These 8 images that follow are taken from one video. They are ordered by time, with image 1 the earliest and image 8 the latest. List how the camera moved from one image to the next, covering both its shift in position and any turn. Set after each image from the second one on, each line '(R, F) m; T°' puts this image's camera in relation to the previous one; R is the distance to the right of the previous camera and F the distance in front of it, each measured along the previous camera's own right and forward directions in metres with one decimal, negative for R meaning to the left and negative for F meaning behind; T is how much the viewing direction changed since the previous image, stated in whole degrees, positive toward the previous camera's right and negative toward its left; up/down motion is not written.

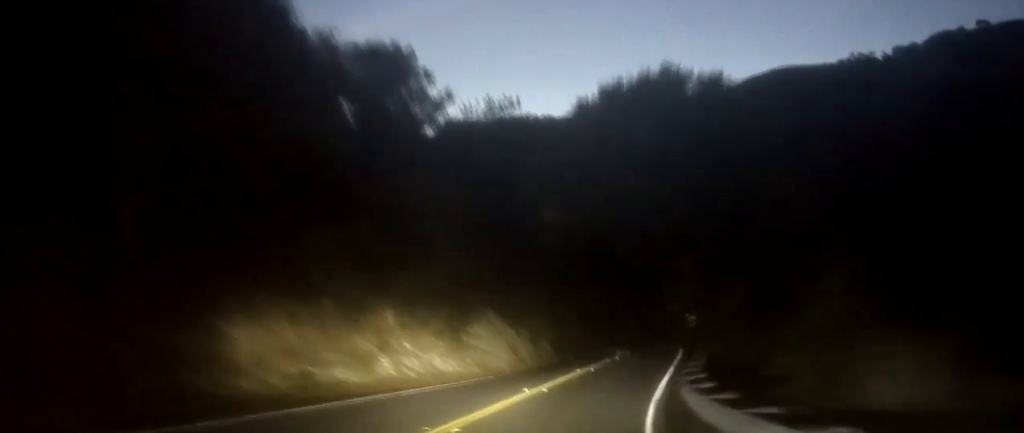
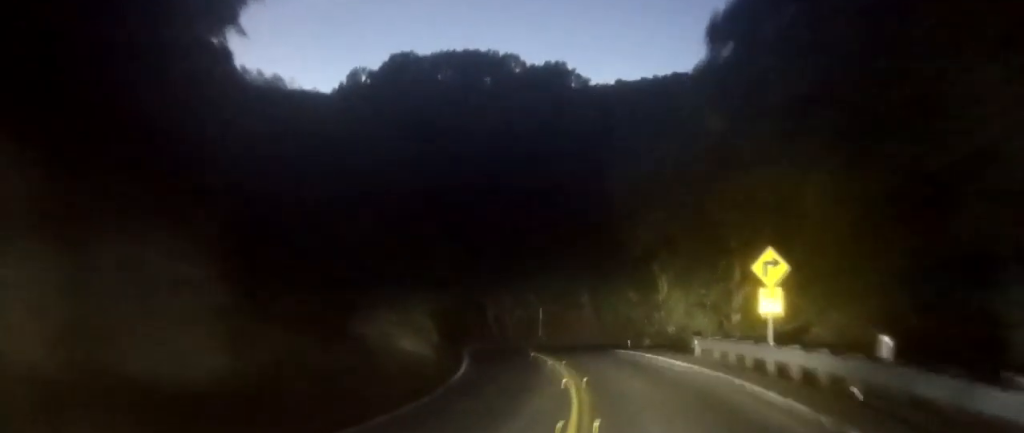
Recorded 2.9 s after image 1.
(+1.5, +35.1) m; +8°
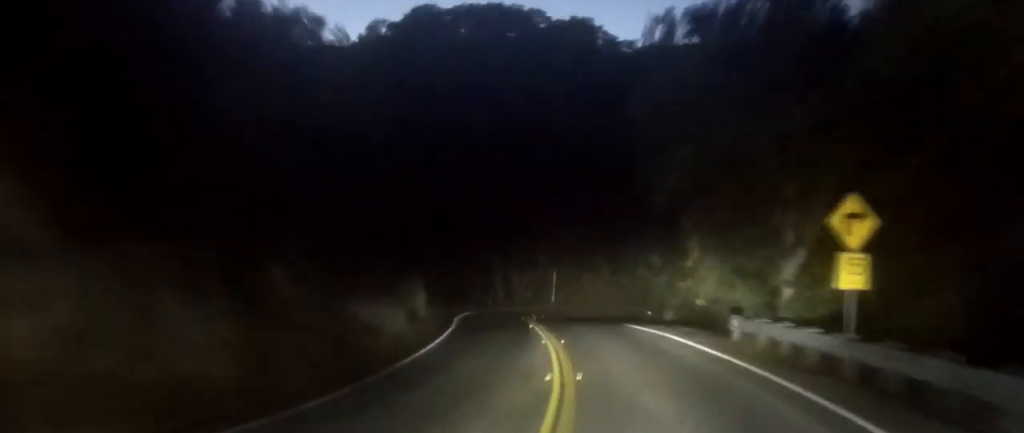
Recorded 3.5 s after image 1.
(+0.1, +6.1) m; +2°
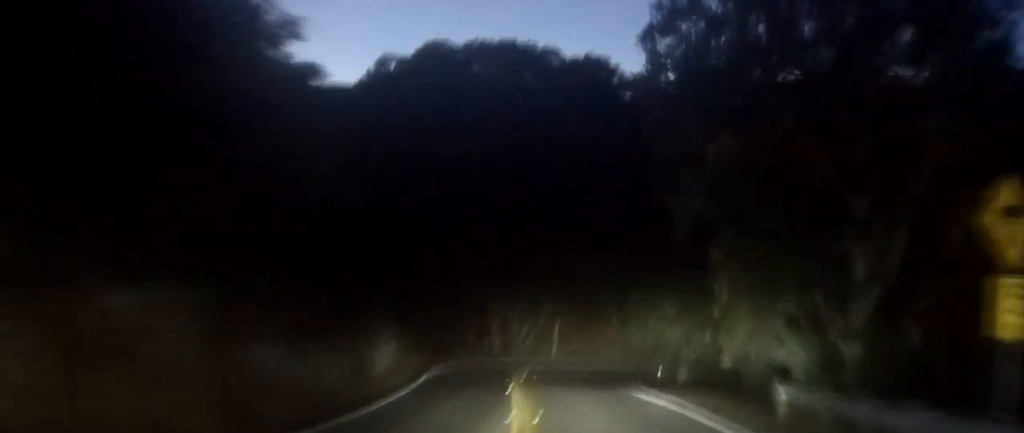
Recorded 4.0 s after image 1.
(+0.1, +5.4) m; 0°
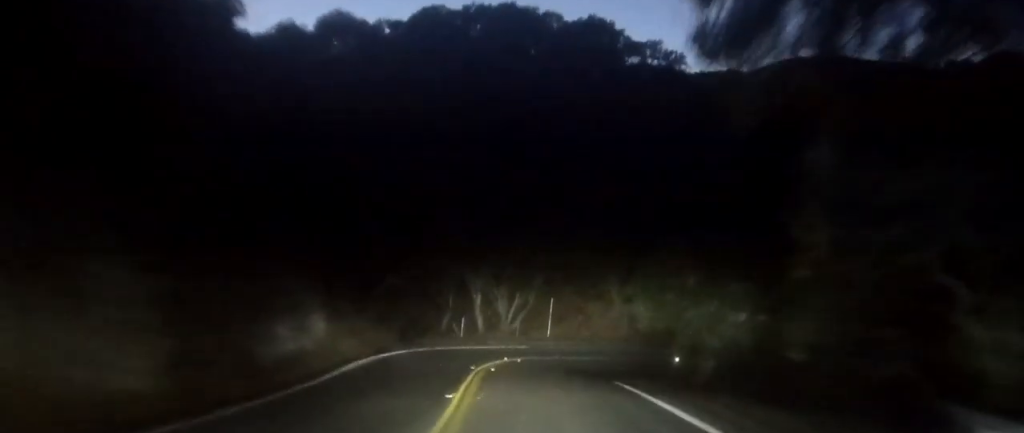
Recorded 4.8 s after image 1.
(-0.1, +7.6) m; -1°
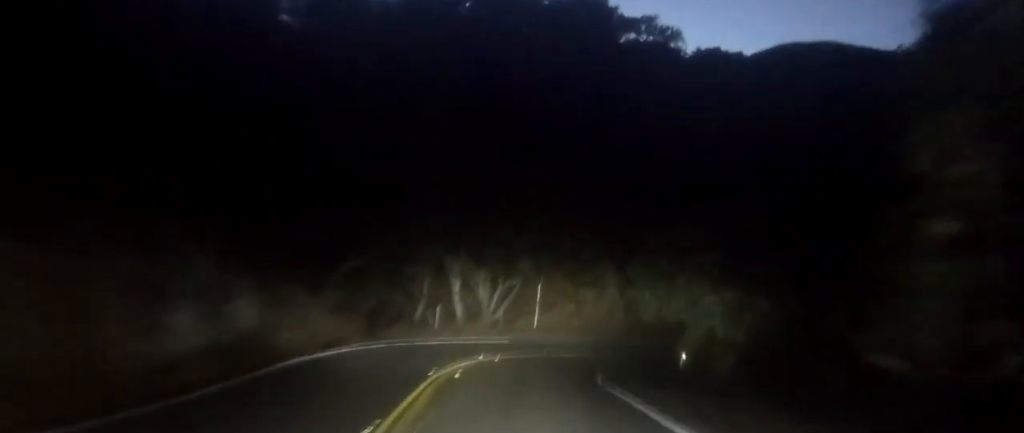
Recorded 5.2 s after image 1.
(0.0, +4.2) m; -1°
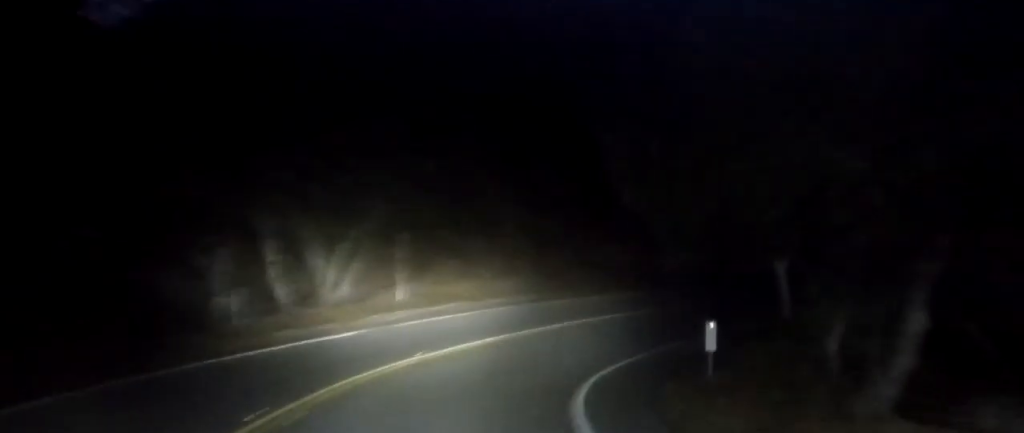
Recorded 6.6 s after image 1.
(+0.4, +14.1) m; +9°
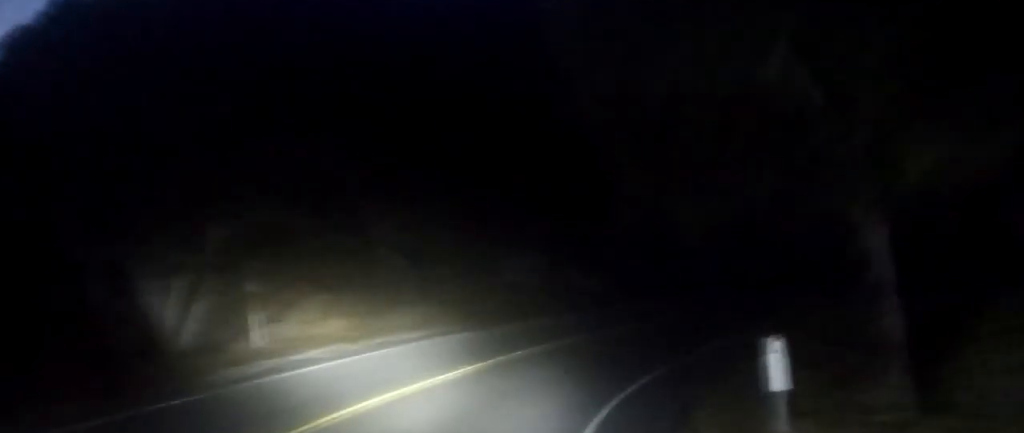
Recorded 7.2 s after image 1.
(+0.2, +6.5) m; +9°
